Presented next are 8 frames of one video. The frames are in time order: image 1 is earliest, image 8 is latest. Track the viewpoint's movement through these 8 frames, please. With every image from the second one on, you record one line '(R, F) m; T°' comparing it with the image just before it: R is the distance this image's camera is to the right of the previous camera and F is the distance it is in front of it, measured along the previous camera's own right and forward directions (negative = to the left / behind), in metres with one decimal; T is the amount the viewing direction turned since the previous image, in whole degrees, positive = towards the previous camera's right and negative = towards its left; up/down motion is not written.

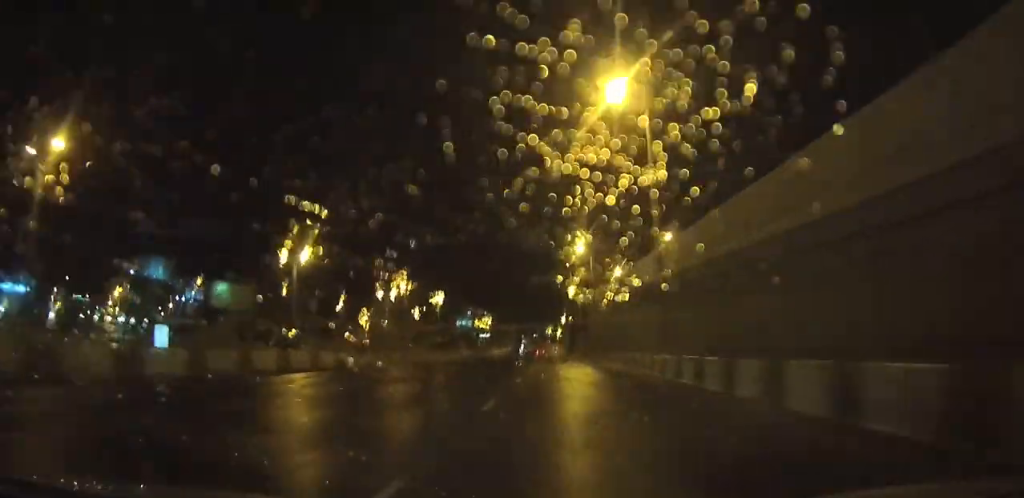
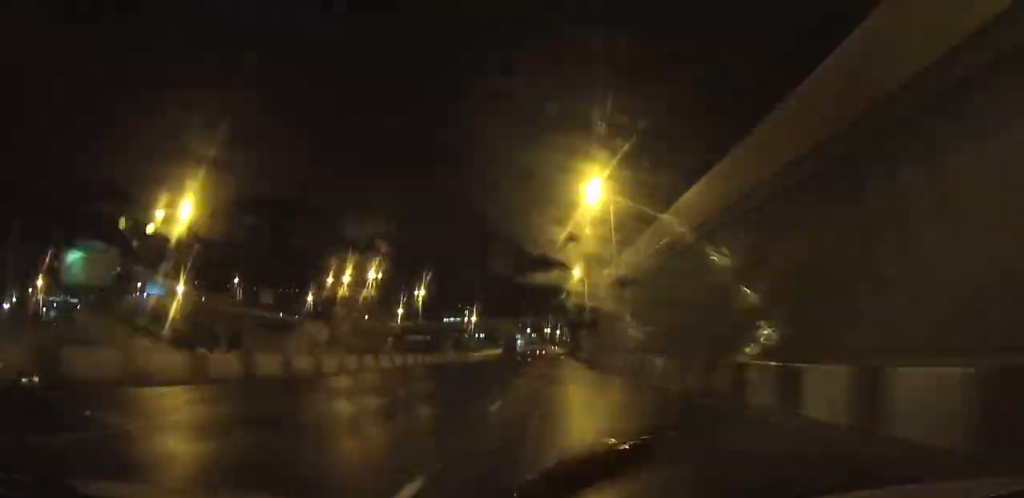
(+0.1, +25.3) m; 0°
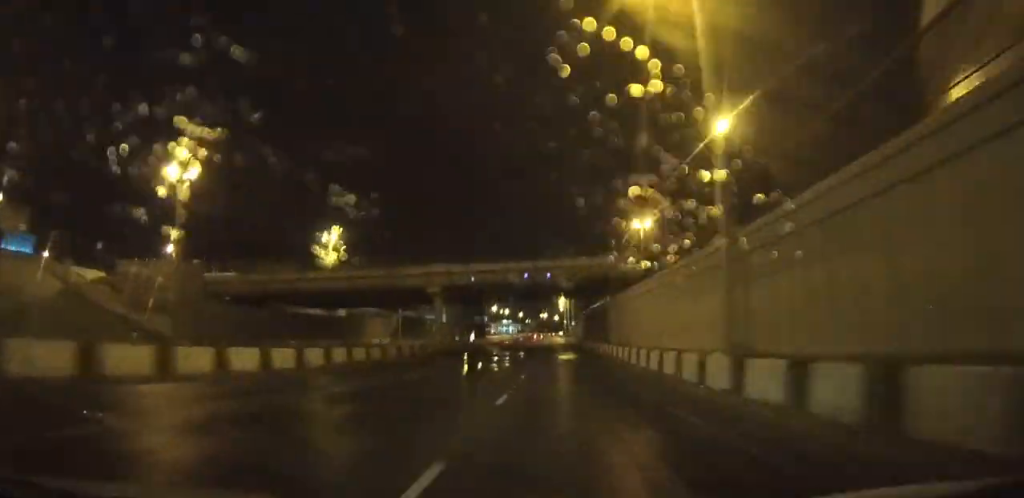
(+0.2, +66.3) m; 0°
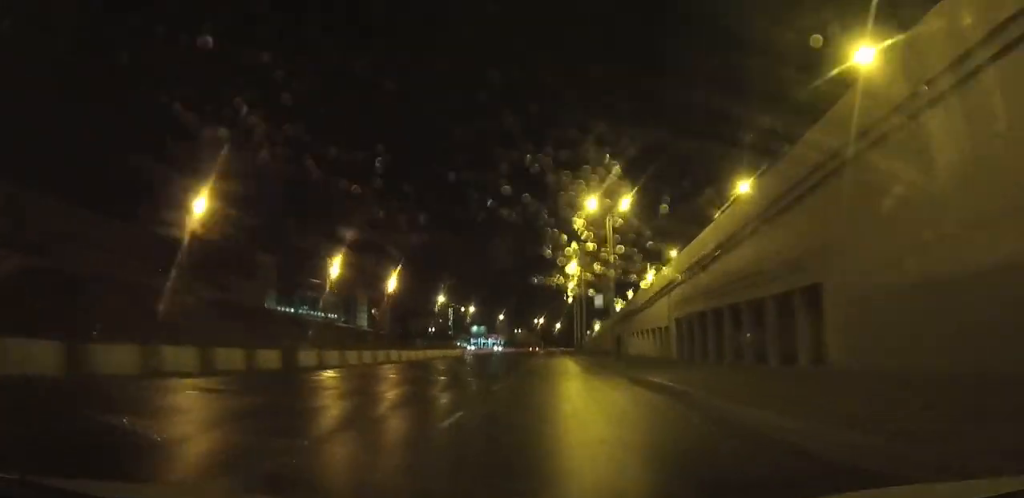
(+0.9, +126.8) m; 0°
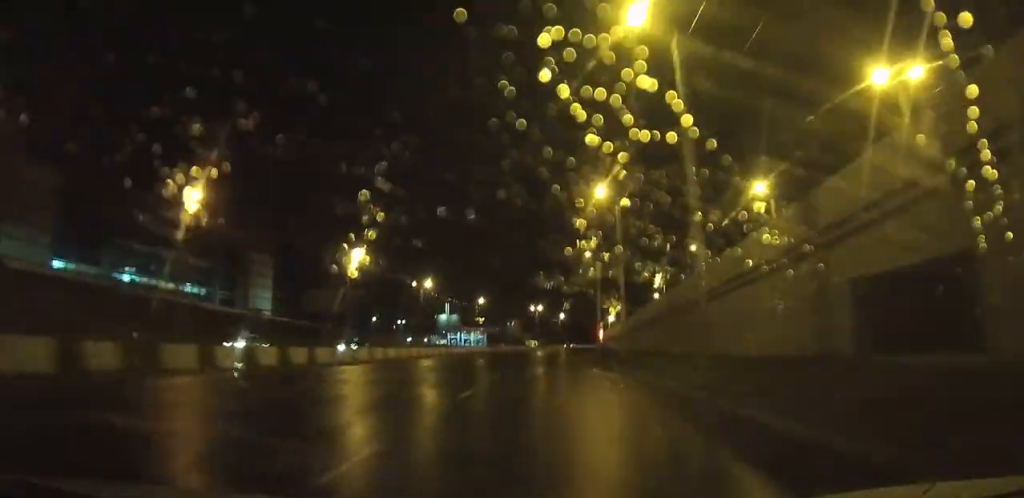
(-0.2, +59.7) m; 0°
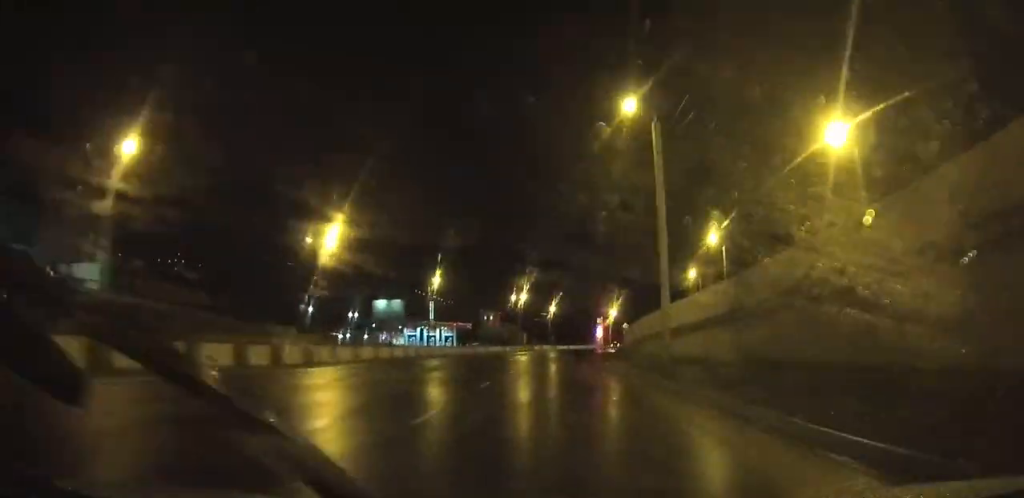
(+0.2, +41.3) m; +2°
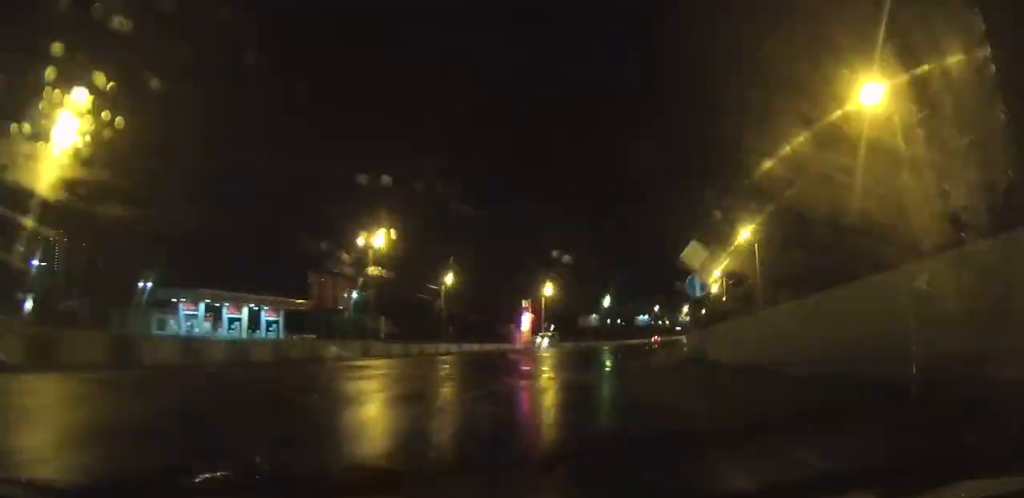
(+3.1, +64.8) m; +8°
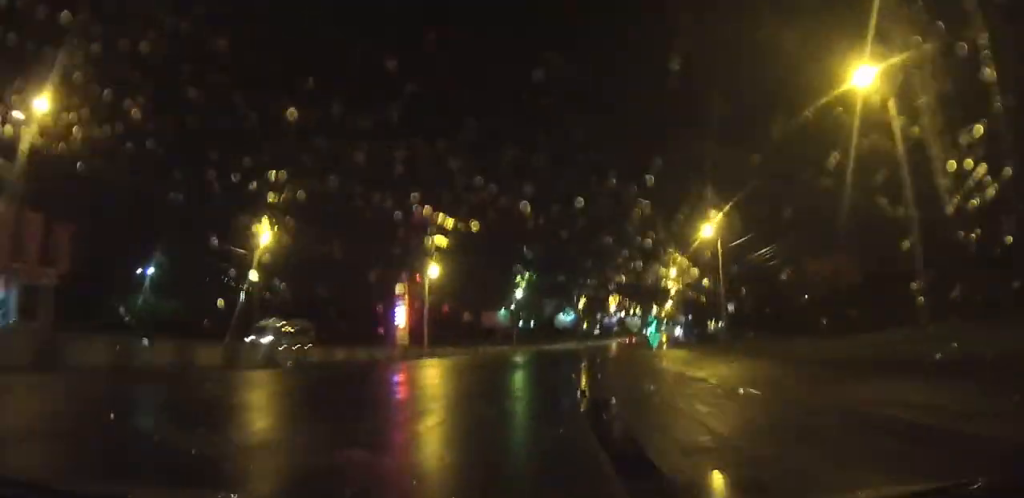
(+1.7, +38.4) m; +5°
